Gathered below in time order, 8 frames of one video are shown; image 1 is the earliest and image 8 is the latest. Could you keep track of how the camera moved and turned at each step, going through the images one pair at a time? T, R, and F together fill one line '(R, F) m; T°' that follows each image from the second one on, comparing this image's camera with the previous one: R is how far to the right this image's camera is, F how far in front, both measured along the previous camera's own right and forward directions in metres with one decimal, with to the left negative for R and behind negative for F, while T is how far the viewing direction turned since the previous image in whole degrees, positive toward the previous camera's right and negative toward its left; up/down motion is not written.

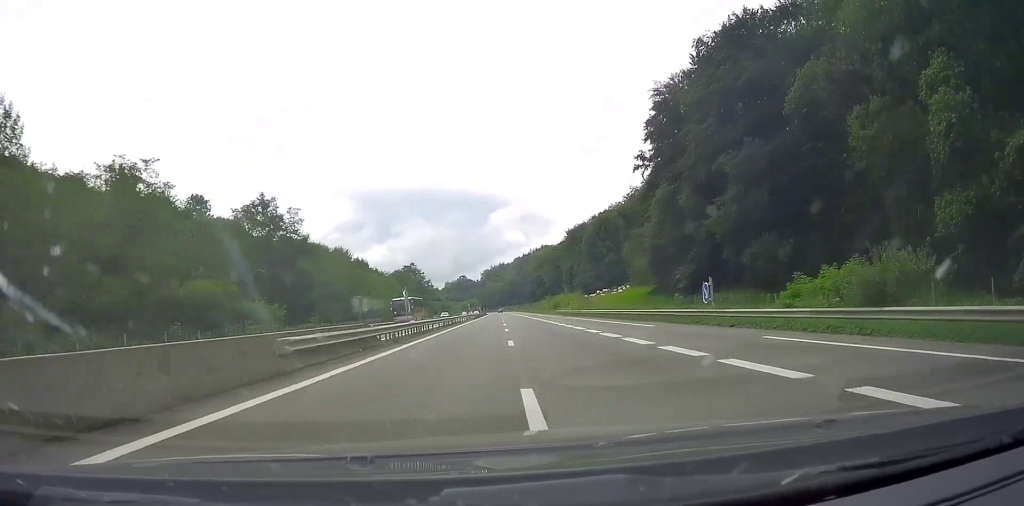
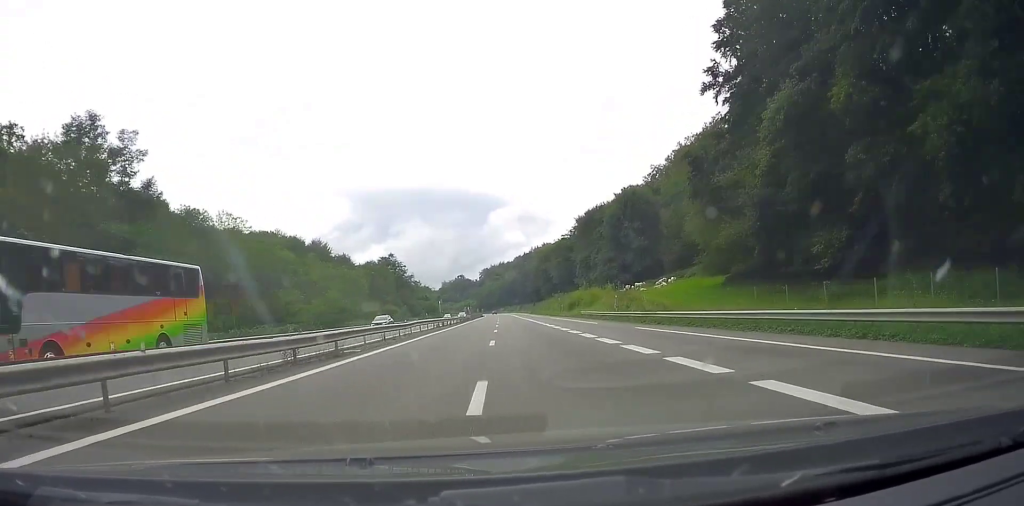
(+0.2, +37.8) m; +1°
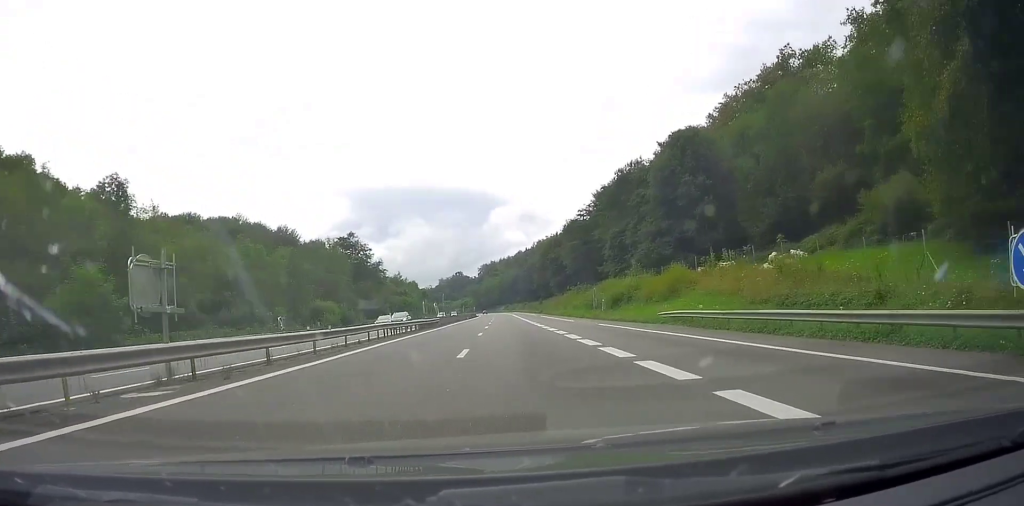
(+0.1, +44.2) m; 0°
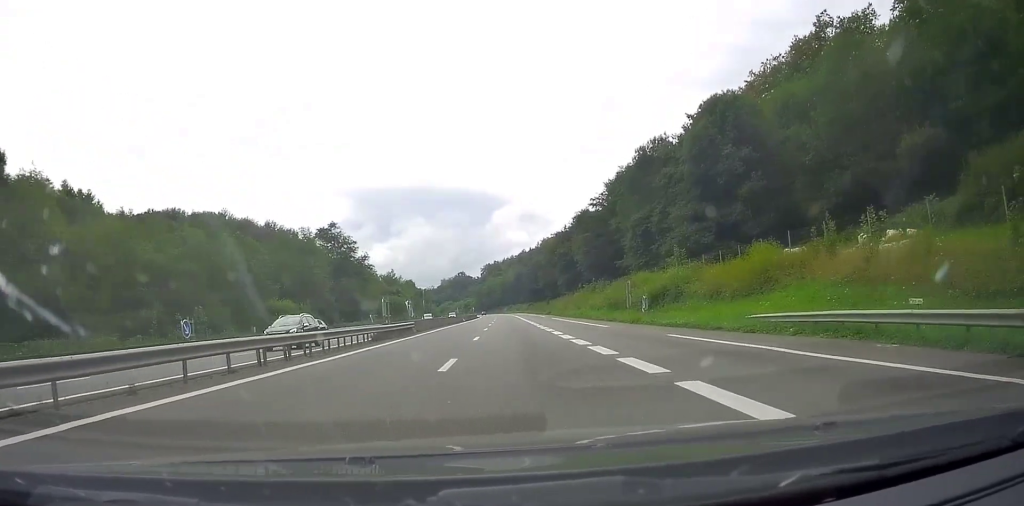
(-0.2, +16.2) m; 0°
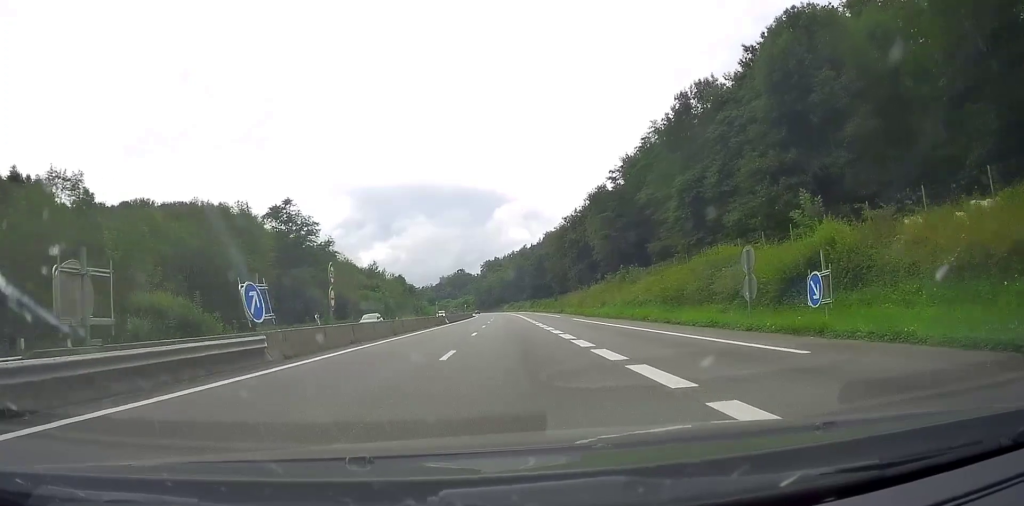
(-0.2, +24.0) m; 0°
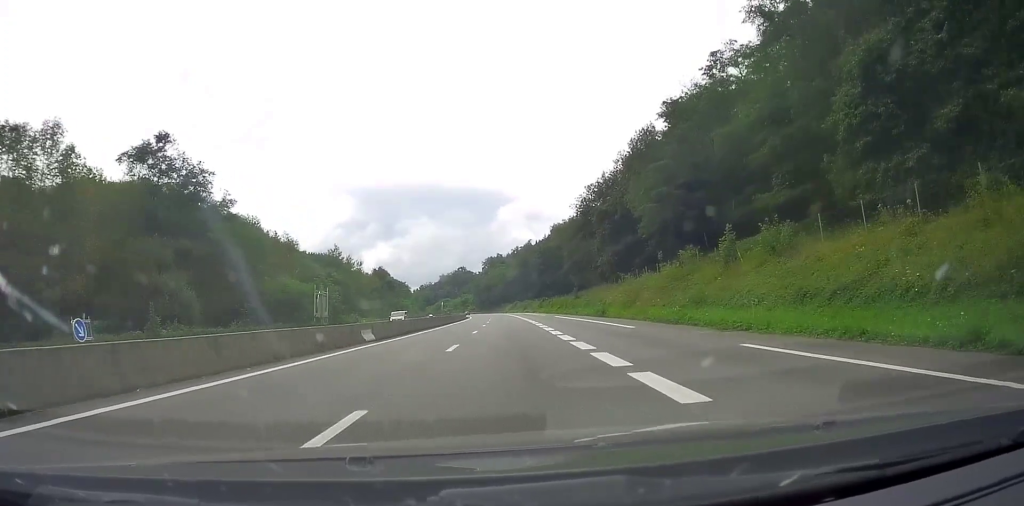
(0.0, +36.3) m; 0°
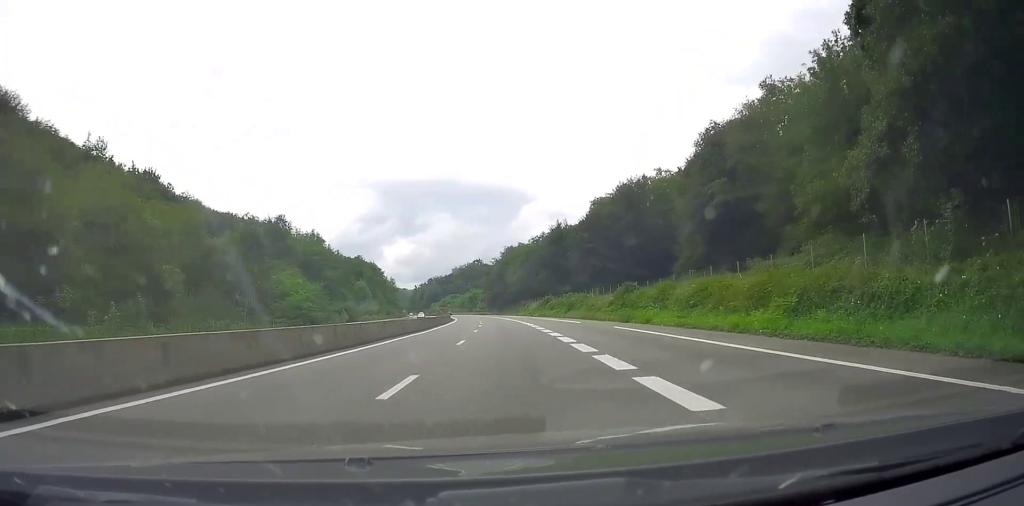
(-1.3, +87.5) m; -2°
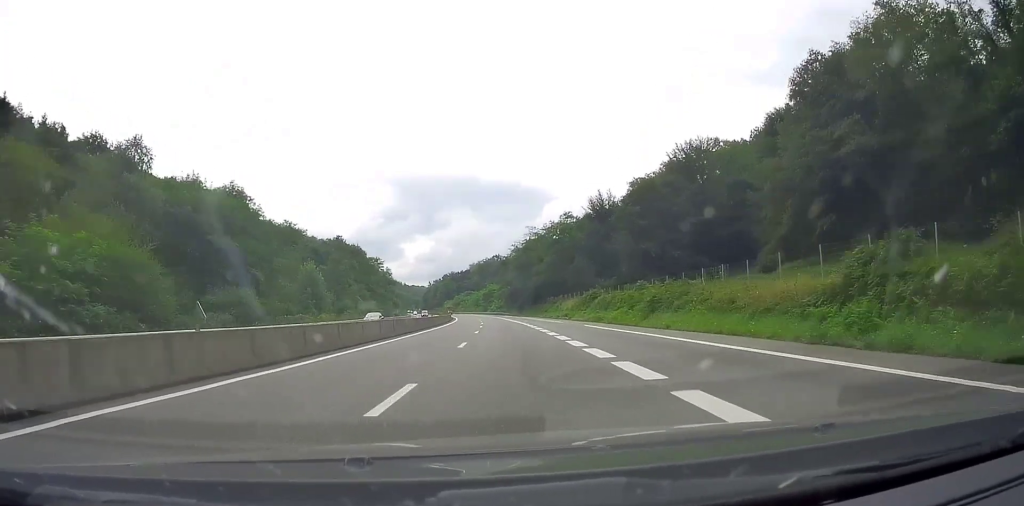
(-0.2, +41.1) m; -1°
